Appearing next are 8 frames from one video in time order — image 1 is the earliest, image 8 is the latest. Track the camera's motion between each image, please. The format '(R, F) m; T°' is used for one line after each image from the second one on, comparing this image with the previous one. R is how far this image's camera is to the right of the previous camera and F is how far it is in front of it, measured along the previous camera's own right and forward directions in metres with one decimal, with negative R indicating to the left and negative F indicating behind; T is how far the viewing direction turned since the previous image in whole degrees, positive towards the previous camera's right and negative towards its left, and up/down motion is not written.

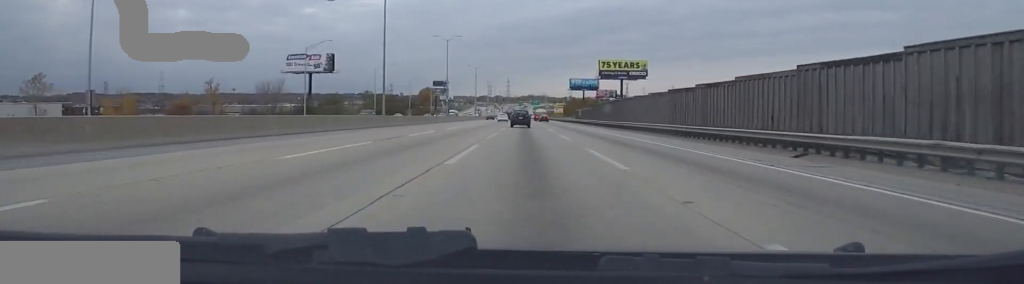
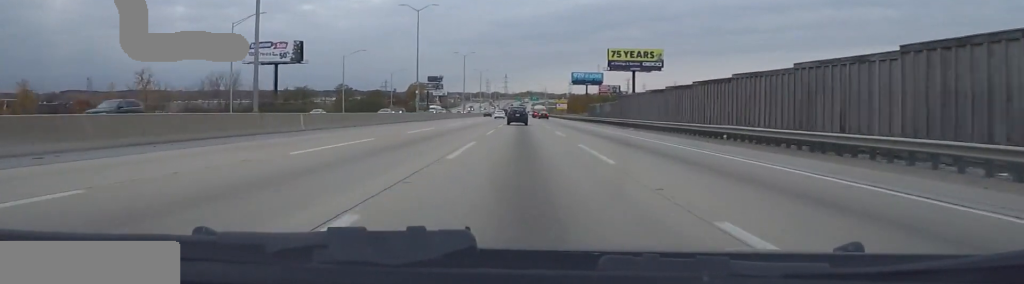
(-0.2, +29.0) m; -1°
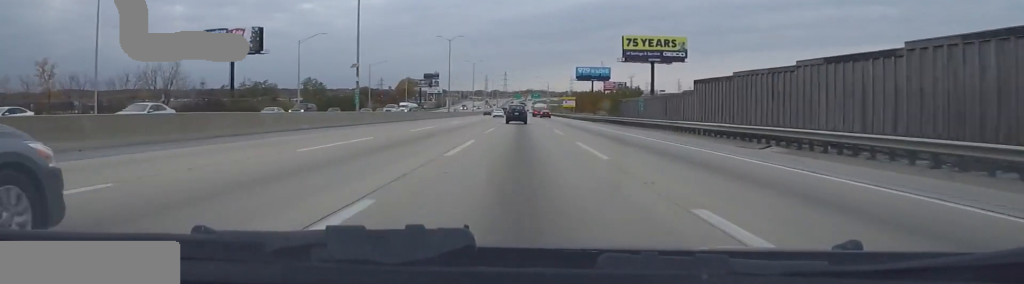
(-0.2, +28.8) m; 0°
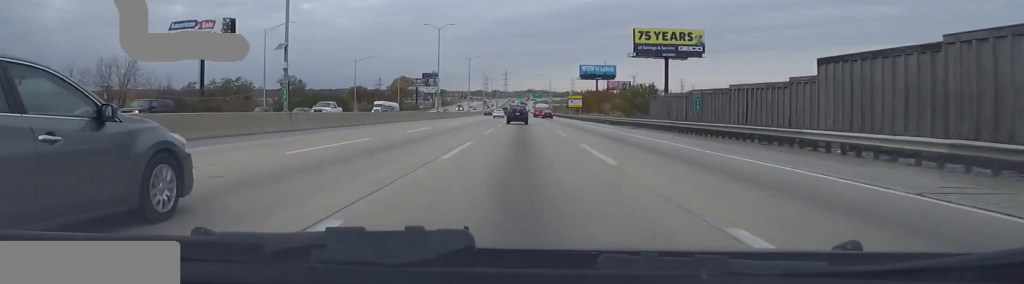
(+0.2, +16.0) m; 0°
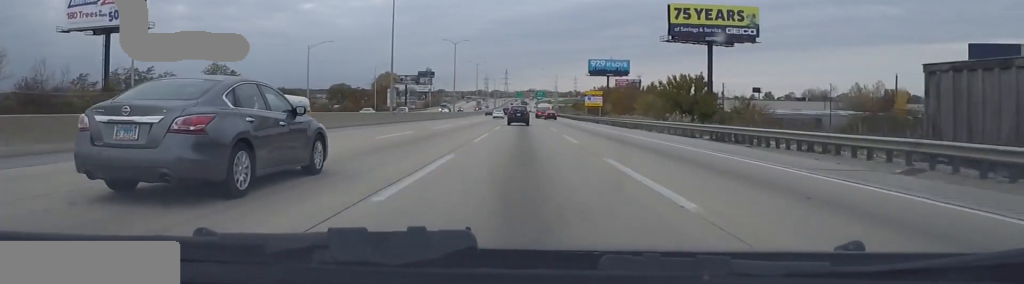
(-0.2, +36.4) m; -2°
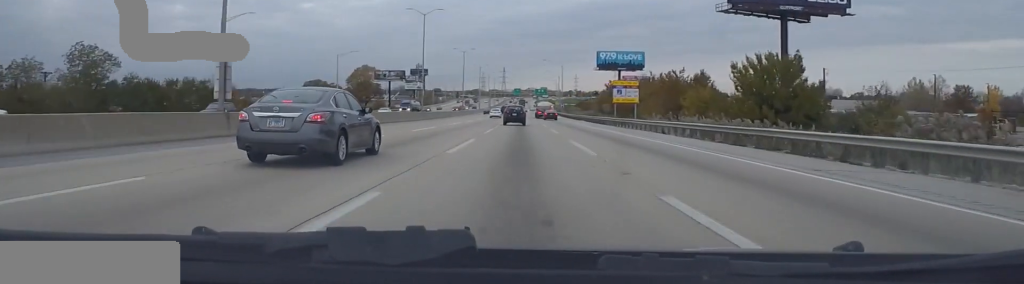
(-0.2, +37.1) m; +2°
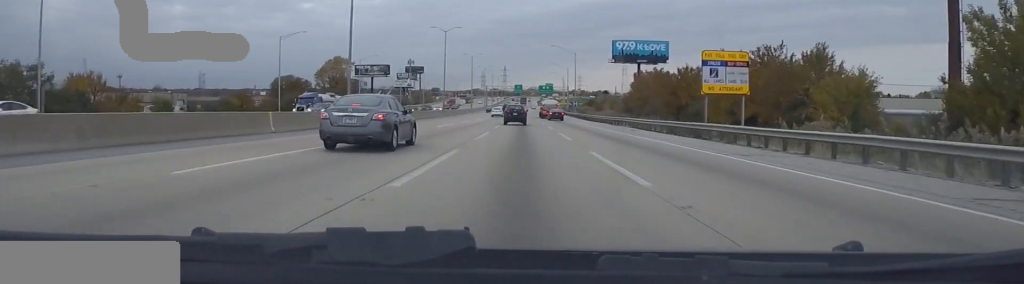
(+0.8, +37.7) m; -2°
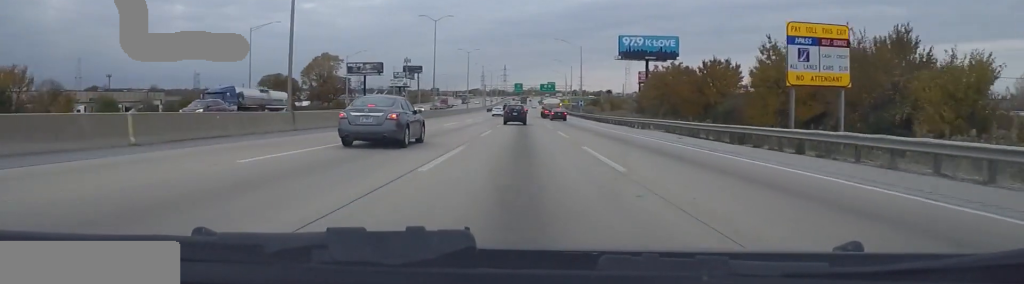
(-0.6, +13.1) m; -2°
